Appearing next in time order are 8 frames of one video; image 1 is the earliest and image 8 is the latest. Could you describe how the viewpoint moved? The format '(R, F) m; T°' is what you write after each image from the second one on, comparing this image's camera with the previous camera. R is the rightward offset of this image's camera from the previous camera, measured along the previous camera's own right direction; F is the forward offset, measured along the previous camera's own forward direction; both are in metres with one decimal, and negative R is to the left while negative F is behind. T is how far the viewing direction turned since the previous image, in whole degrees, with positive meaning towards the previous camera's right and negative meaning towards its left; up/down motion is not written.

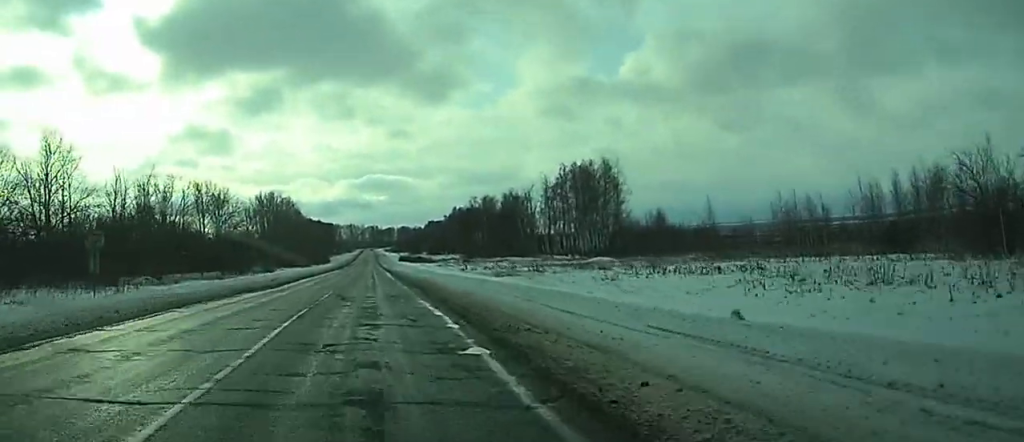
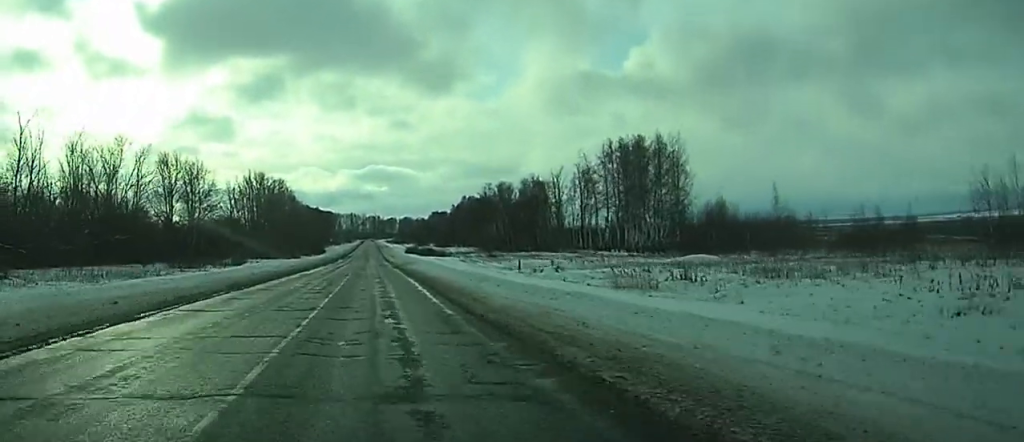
(-0.3, +36.6) m; 0°
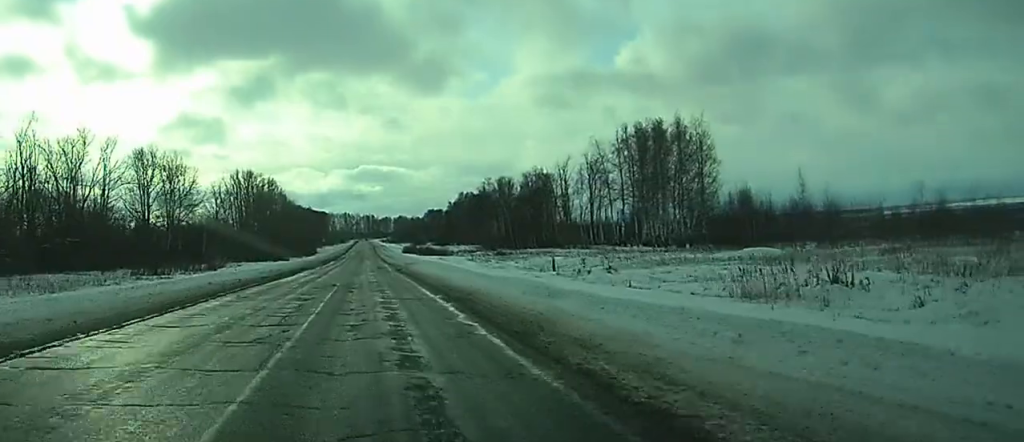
(0.0, +14.4) m; 0°
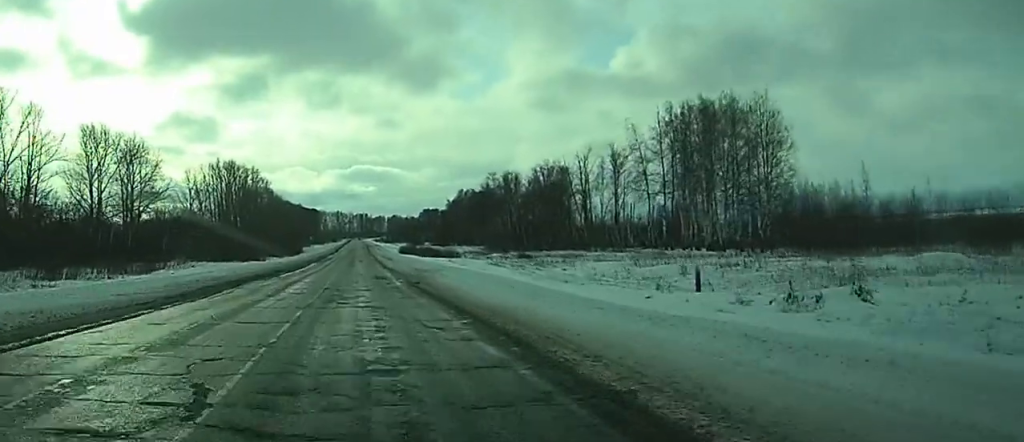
(+0.1, +25.8) m; 0°
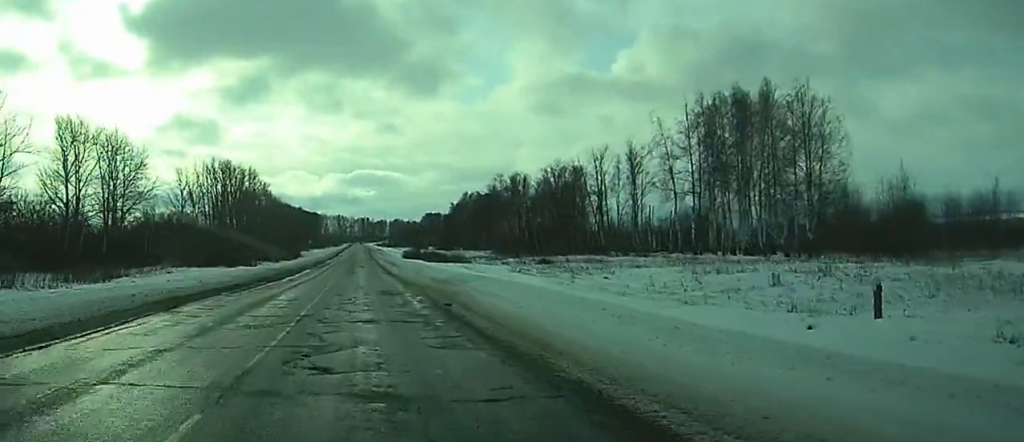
(-0.1, +11.4) m; 0°
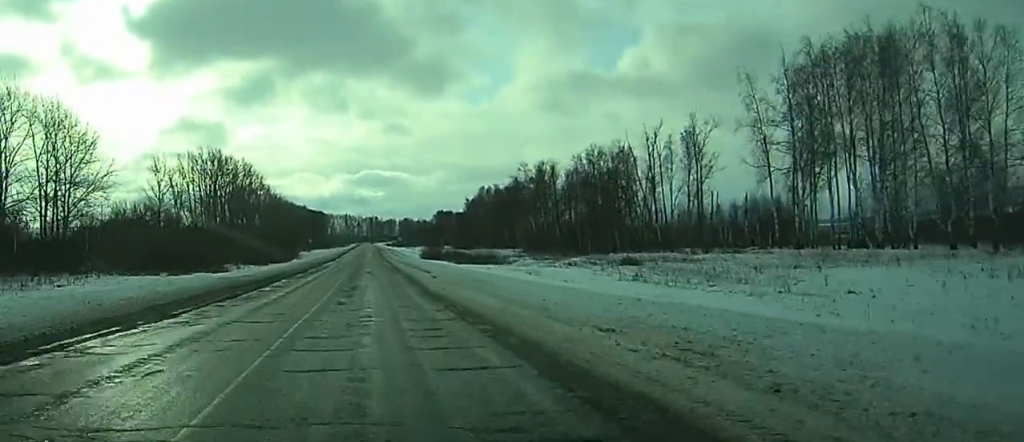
(-0.1, +28.7) m; 0°
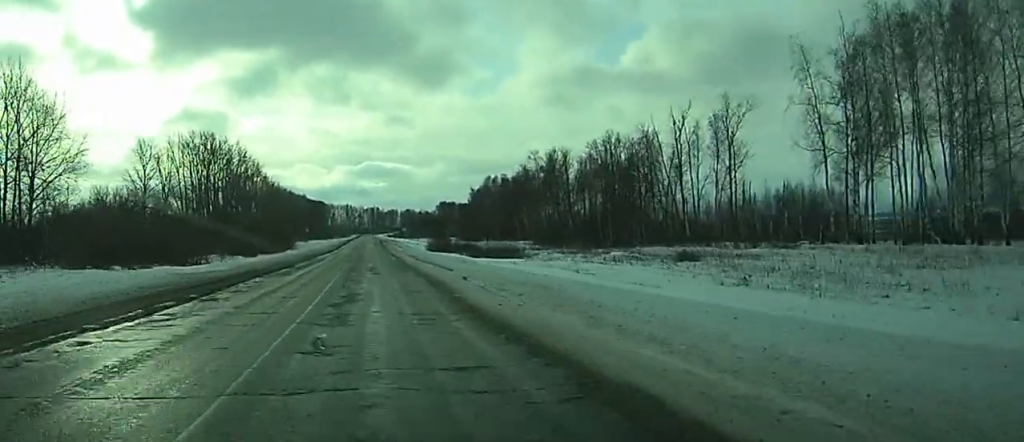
(0.0, +12.5) m; 0°
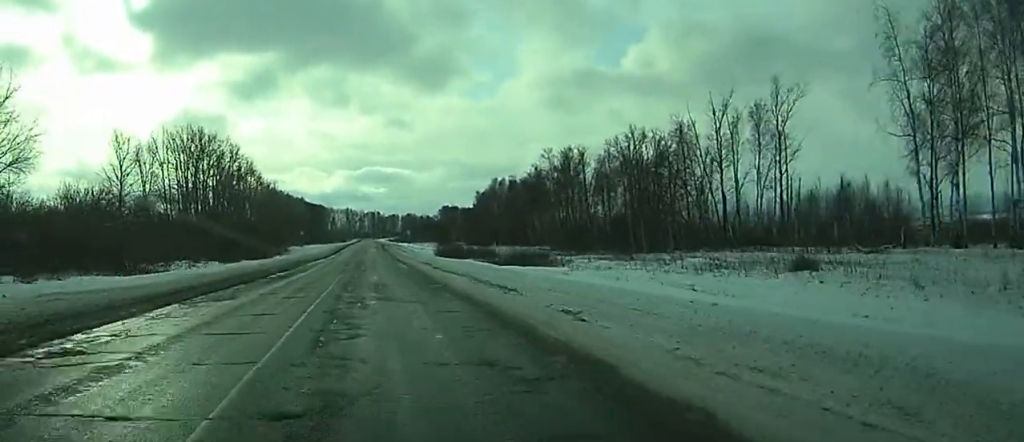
(0.0, +16.0) m; 0°
